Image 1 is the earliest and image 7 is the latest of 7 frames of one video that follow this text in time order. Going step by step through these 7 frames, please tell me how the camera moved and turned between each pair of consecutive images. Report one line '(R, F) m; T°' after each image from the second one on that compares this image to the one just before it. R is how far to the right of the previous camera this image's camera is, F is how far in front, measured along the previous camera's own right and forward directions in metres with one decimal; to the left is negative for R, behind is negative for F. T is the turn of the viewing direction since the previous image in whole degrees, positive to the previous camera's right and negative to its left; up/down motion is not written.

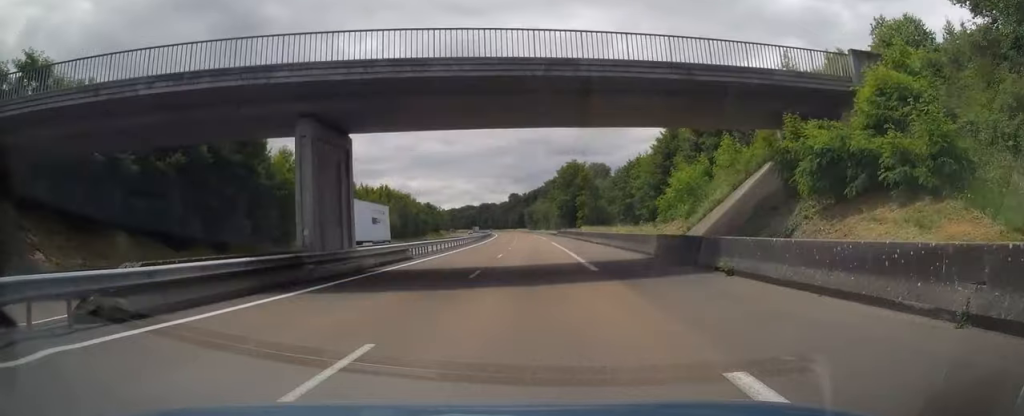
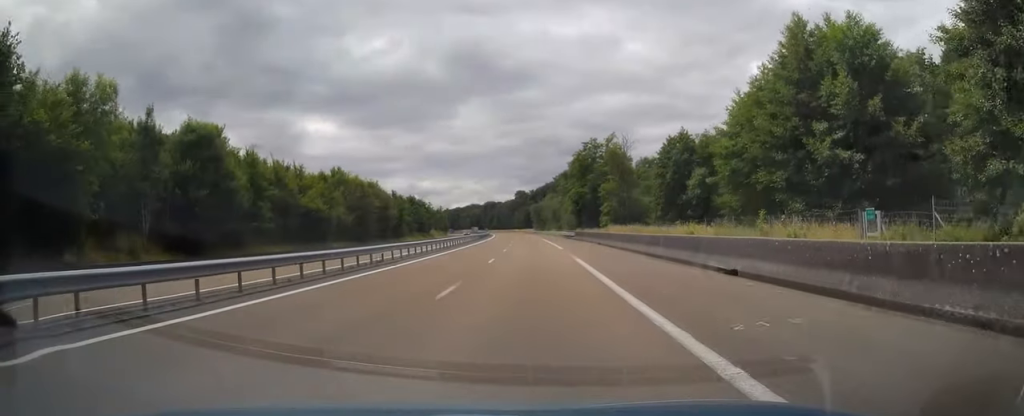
(-0.3, +31.2) m; -1°
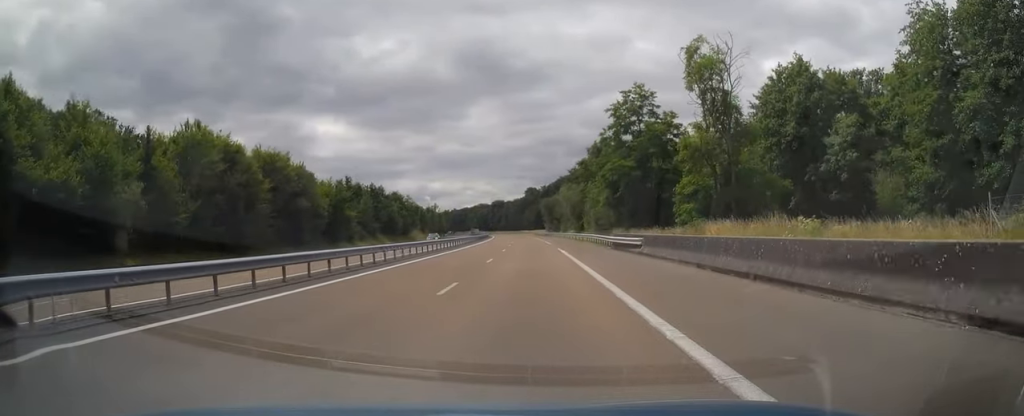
(-0.6, +39.1) m; -1°
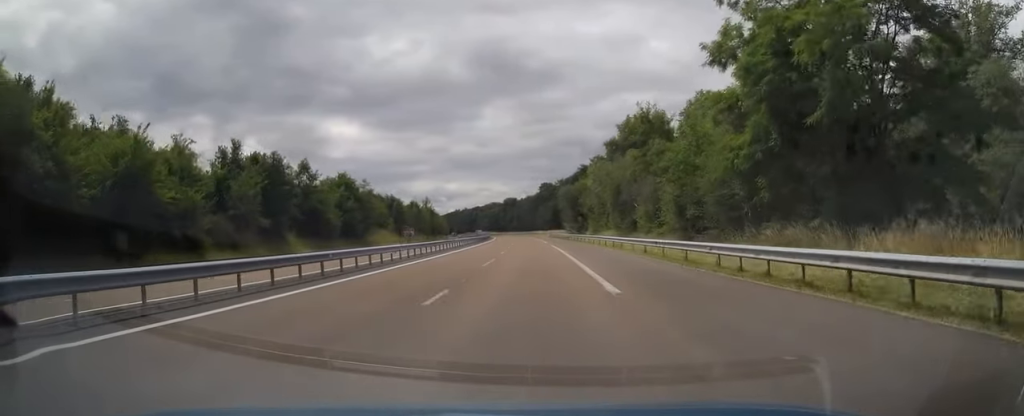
(-0.3, +41.0) m; -1°
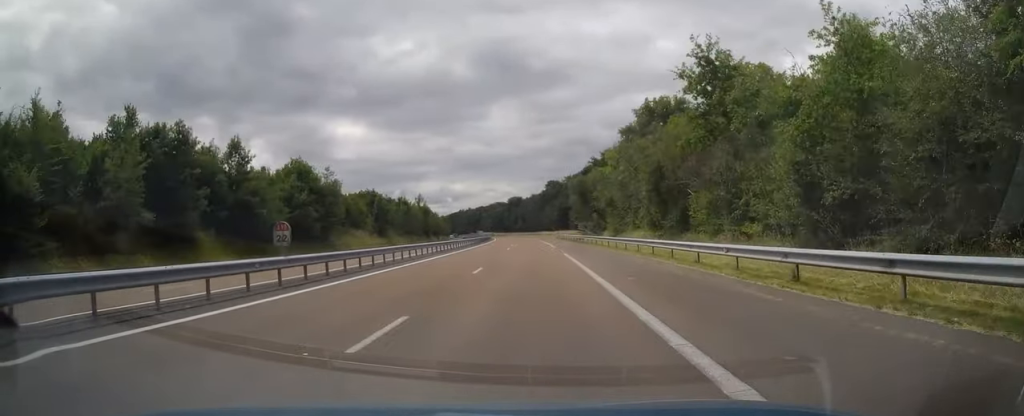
(-0.1, +17.6) m; -1°
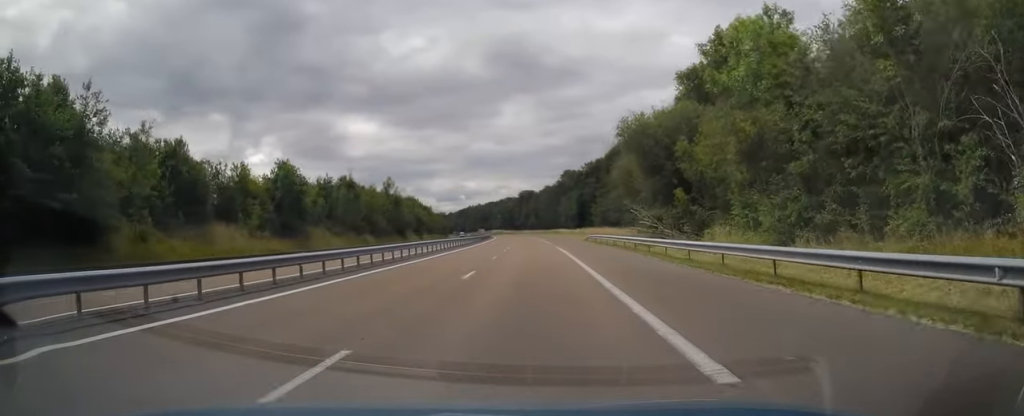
(-0.5, +42.6) m; -1°
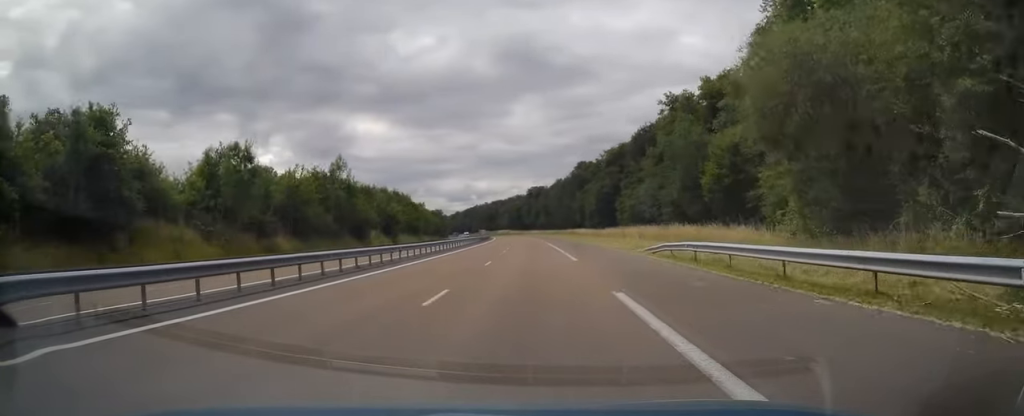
(-0.2, +32.4) m; -1°
